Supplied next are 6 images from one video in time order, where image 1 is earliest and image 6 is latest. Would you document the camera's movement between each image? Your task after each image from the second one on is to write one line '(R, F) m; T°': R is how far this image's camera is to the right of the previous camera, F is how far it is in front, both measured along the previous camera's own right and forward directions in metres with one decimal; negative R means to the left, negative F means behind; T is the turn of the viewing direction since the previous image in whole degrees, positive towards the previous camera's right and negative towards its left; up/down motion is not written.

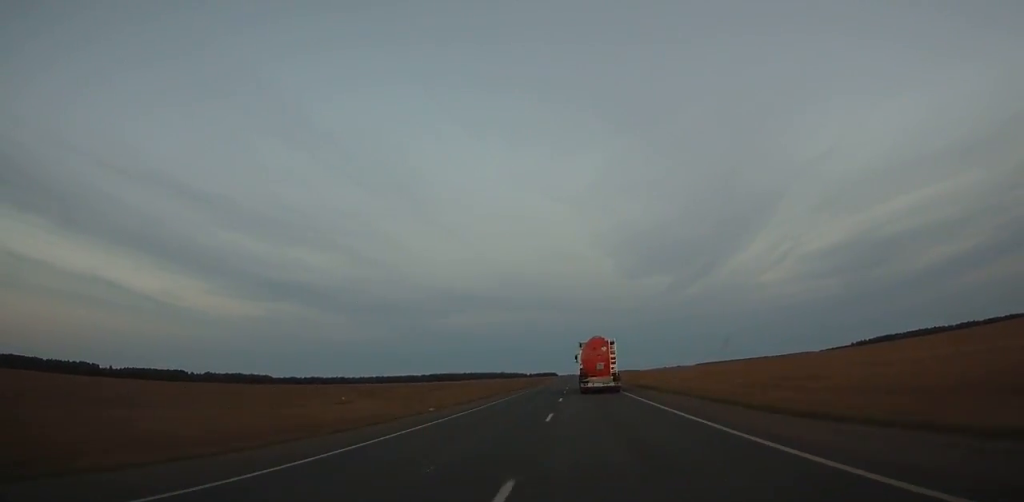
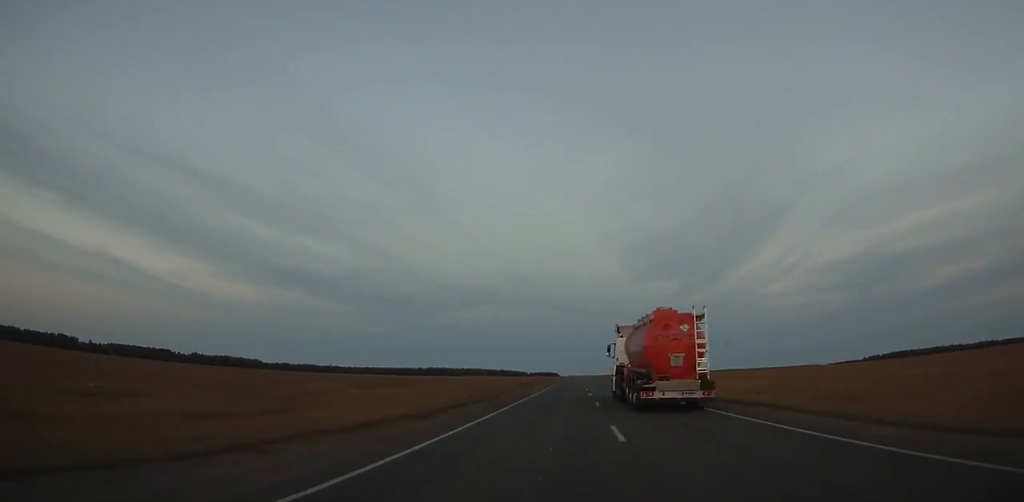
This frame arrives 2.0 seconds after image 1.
(-0.3, +54.1) m; 0°
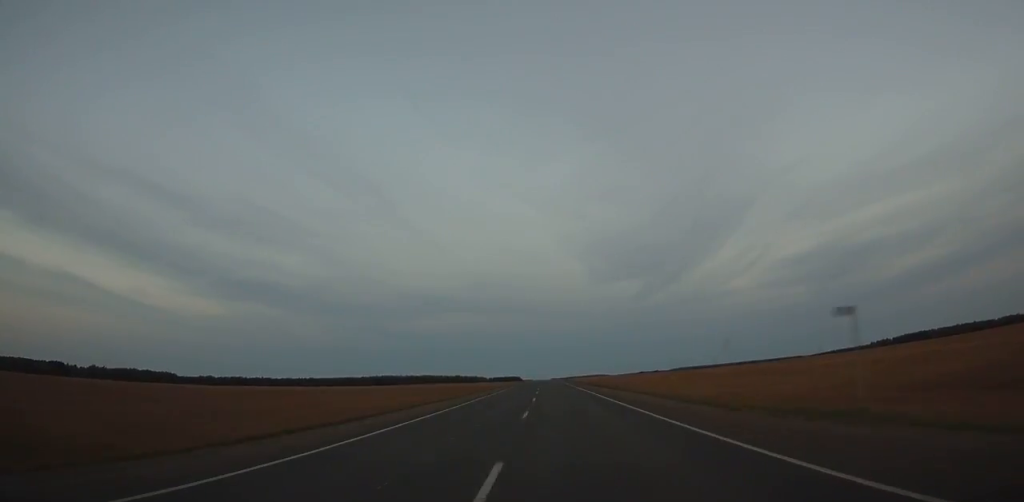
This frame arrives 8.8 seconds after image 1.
(+5.6, +194.6) m; +2°
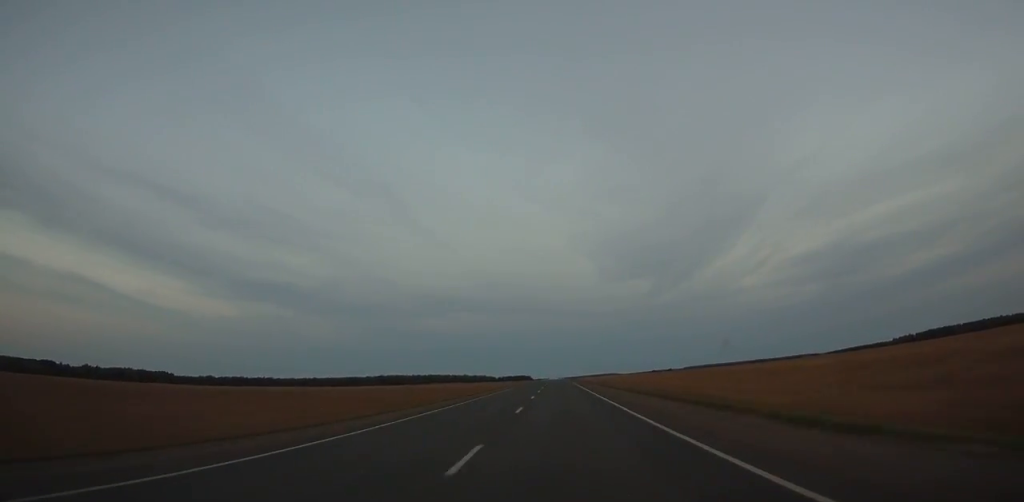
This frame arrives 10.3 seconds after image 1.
(0.0, +44.9) m; 0°
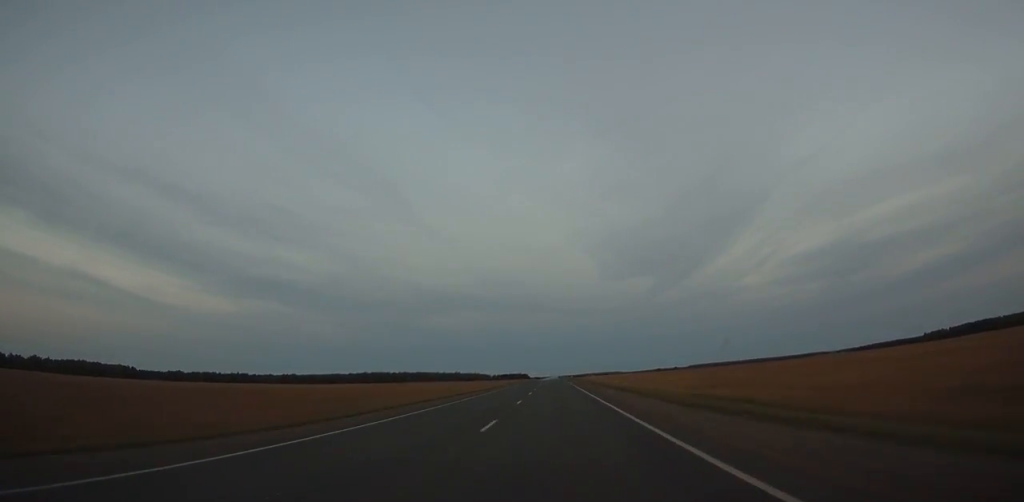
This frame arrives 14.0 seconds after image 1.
(-1.2, +113.0) m; -1°
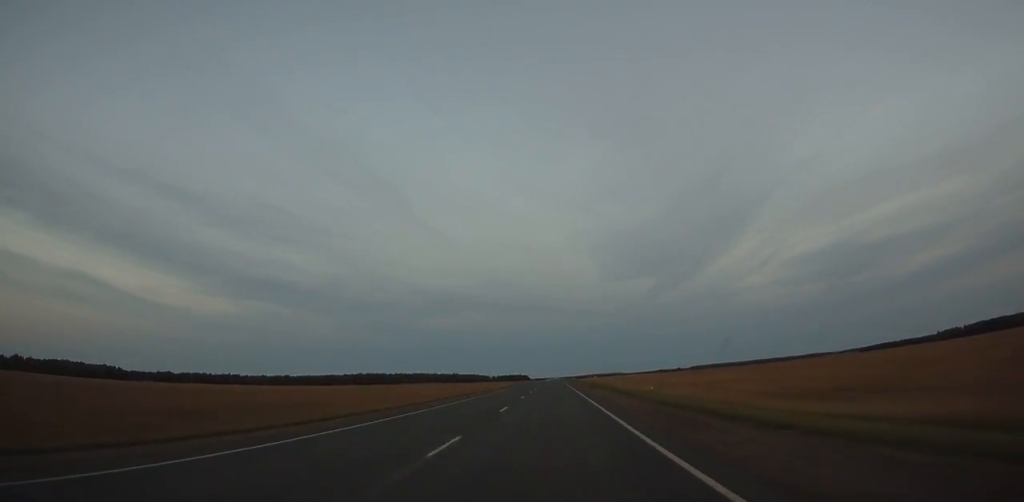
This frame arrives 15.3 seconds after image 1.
(0.0, +40.1) m; 0°
